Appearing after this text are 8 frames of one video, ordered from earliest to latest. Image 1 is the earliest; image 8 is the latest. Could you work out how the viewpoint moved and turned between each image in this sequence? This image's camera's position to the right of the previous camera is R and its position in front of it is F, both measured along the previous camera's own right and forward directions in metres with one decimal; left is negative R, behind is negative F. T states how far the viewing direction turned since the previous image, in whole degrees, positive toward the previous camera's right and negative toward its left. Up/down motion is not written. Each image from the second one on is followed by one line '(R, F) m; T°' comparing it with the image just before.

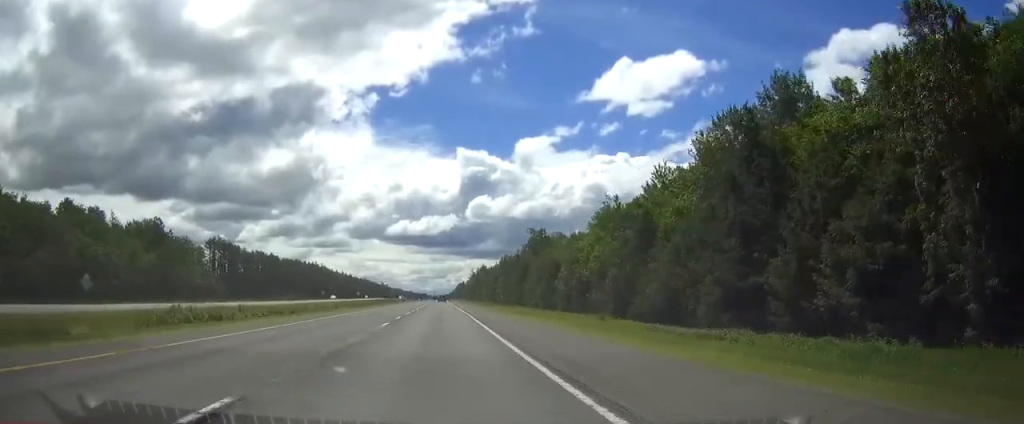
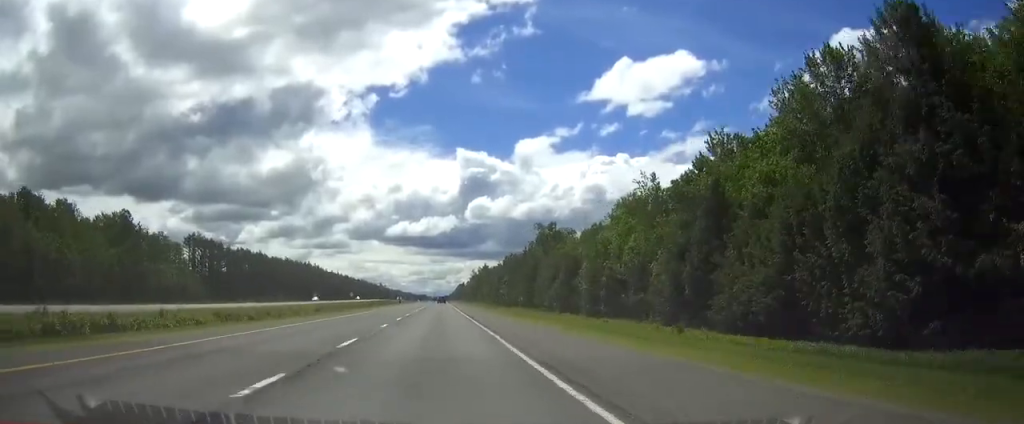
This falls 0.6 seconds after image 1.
(0.0, +17.6) m; 0°
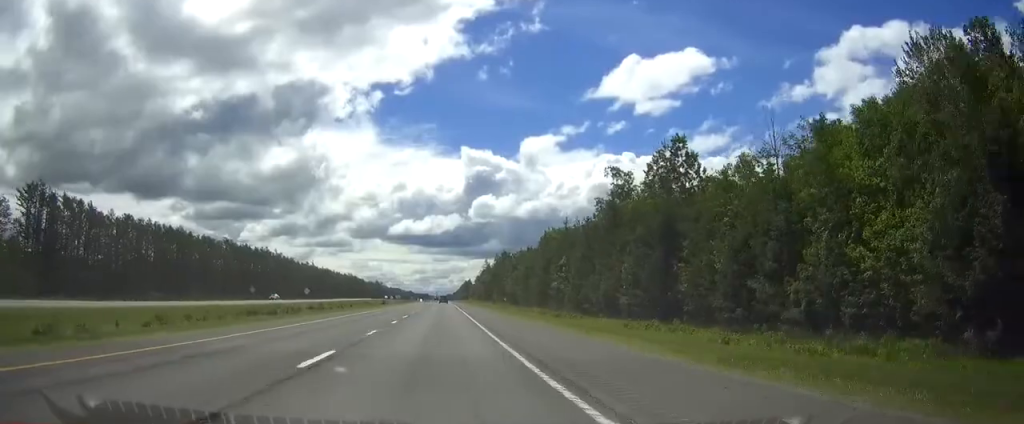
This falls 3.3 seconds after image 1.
(+0.2, +86.2) m; 0°
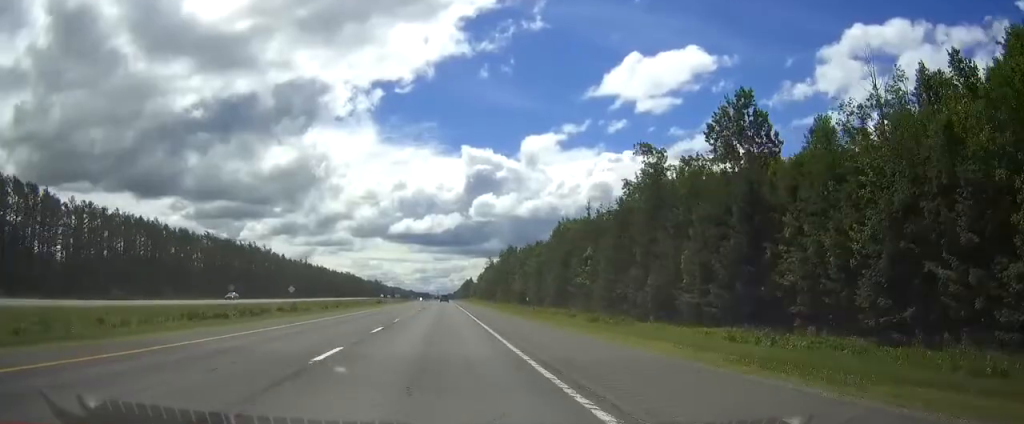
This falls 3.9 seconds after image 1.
(0.0, +17.7) m; 0°
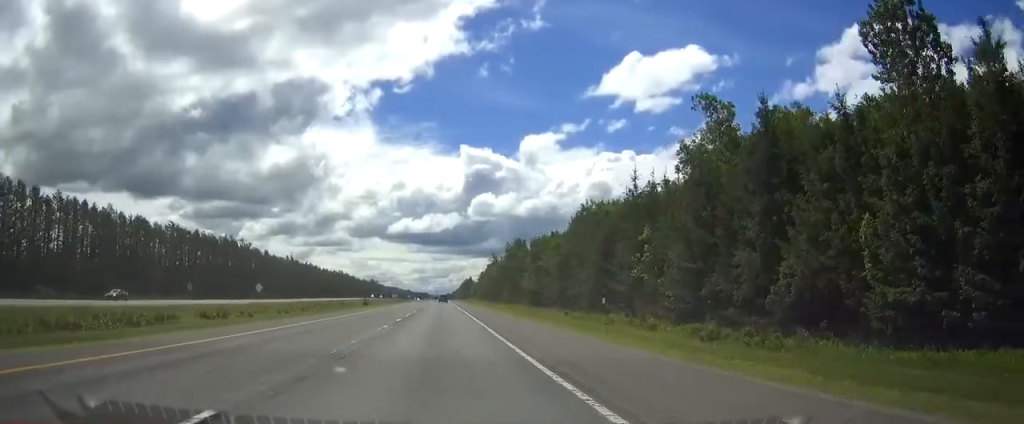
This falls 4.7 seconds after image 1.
(0.0, +25.0) m; 0°
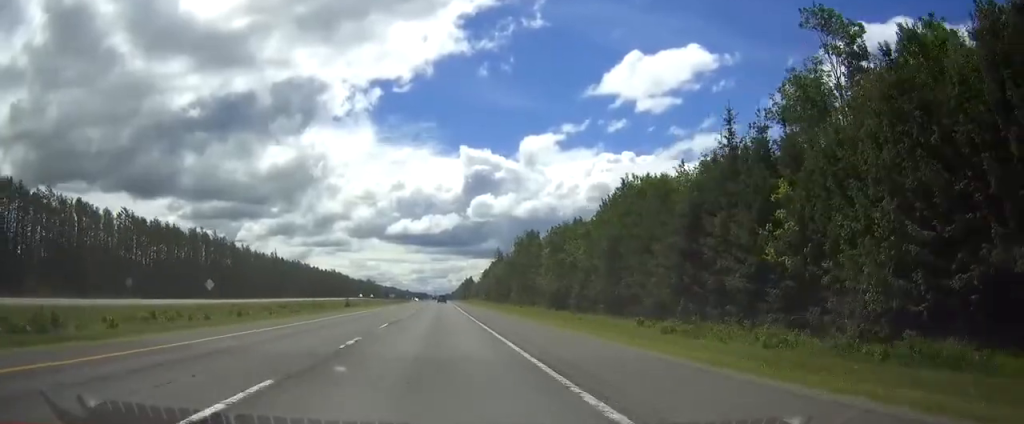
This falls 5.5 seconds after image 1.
(0.0, +26.1) m; 0°
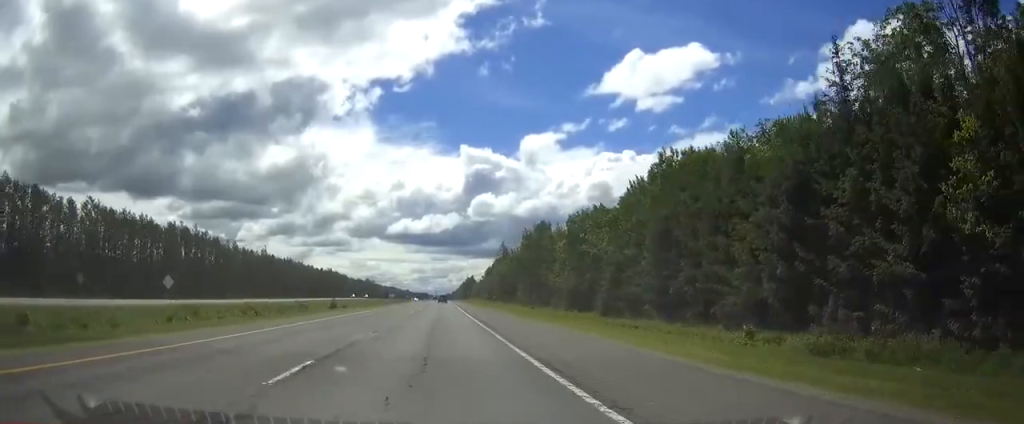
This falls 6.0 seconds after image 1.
(0.0, +15.7) m; 0°
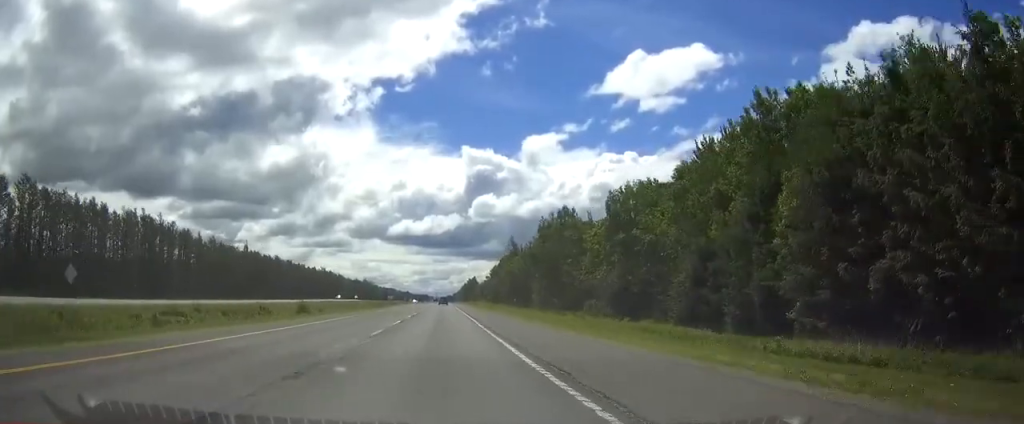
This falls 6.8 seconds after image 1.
(+0.1, +24.0) m; 0°
